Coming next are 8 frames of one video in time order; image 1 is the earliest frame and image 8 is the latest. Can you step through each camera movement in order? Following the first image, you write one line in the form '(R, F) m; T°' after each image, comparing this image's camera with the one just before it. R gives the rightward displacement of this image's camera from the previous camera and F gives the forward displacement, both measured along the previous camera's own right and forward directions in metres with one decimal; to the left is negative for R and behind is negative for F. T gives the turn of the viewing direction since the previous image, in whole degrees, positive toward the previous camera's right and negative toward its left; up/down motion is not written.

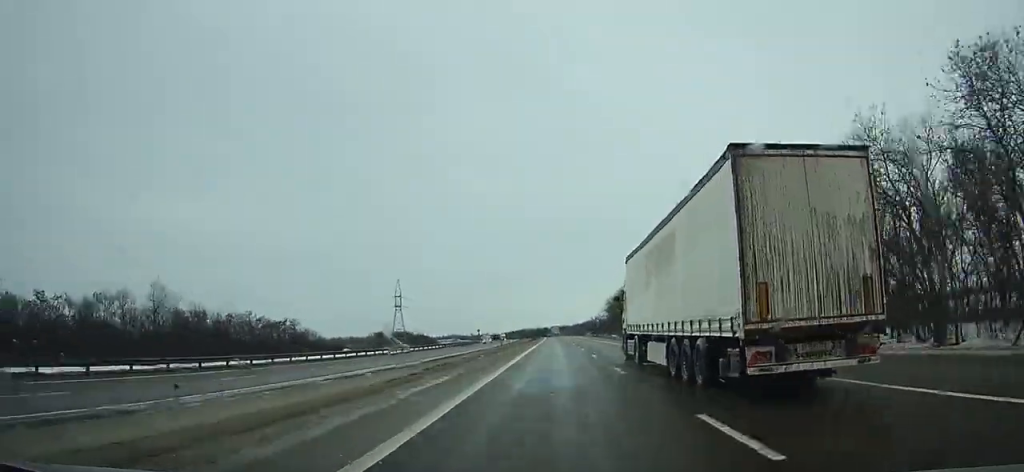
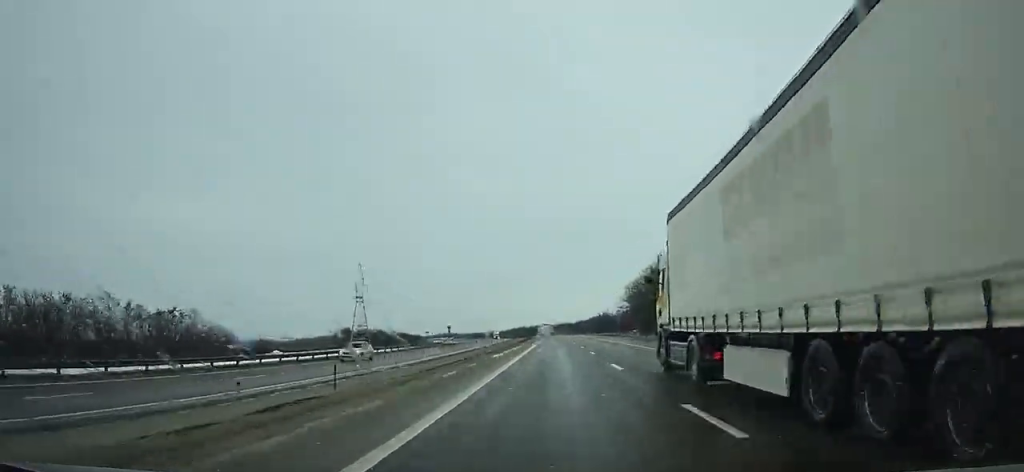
(0.0, +47.0) m; 0°
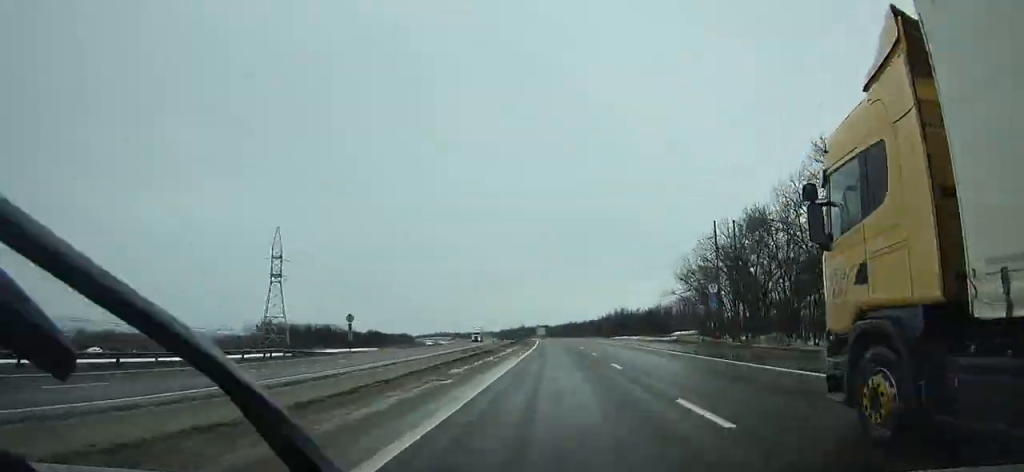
(-0.1, +58.7) m; -1°
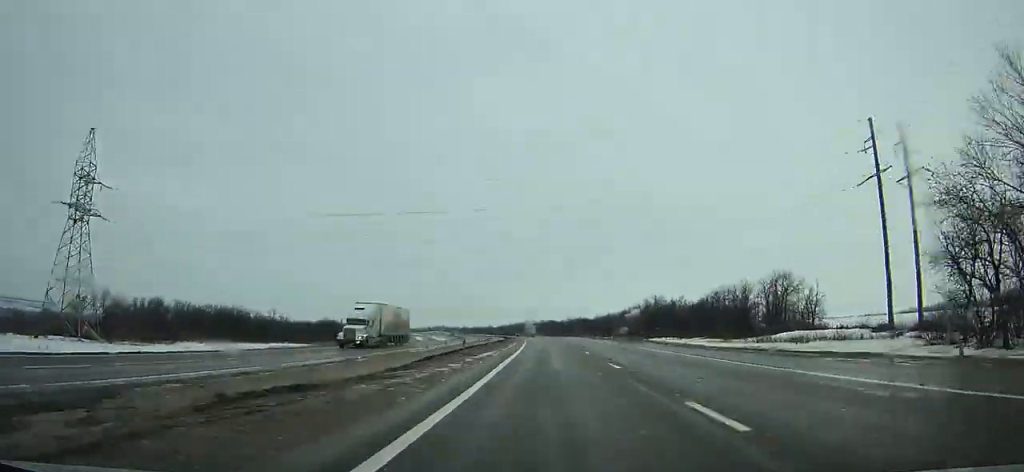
(-0.4, +58.5) m; -1°
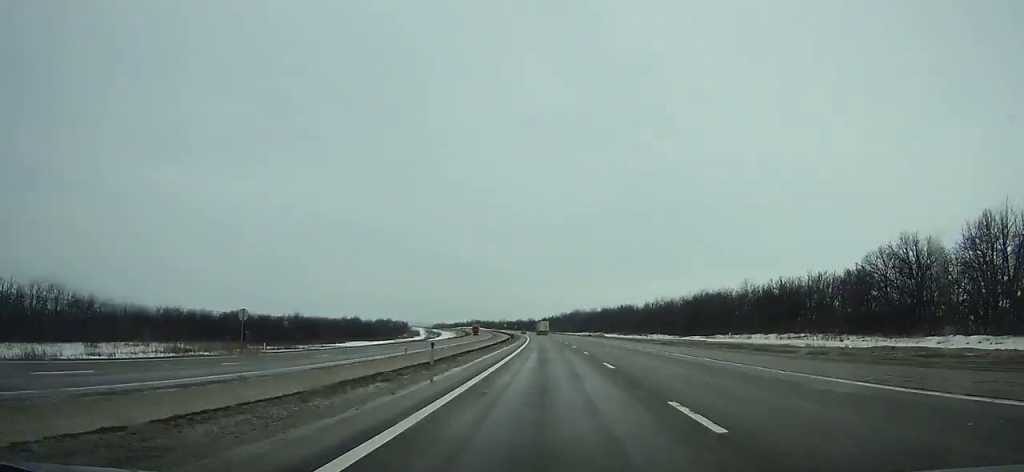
(-6.1, +156.4) m; -5°
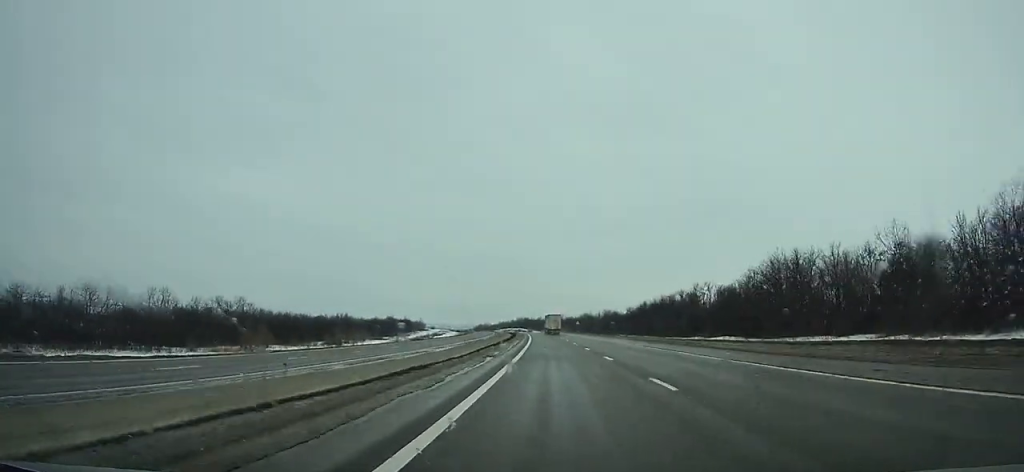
(-13.0, +224.3) m; -7°
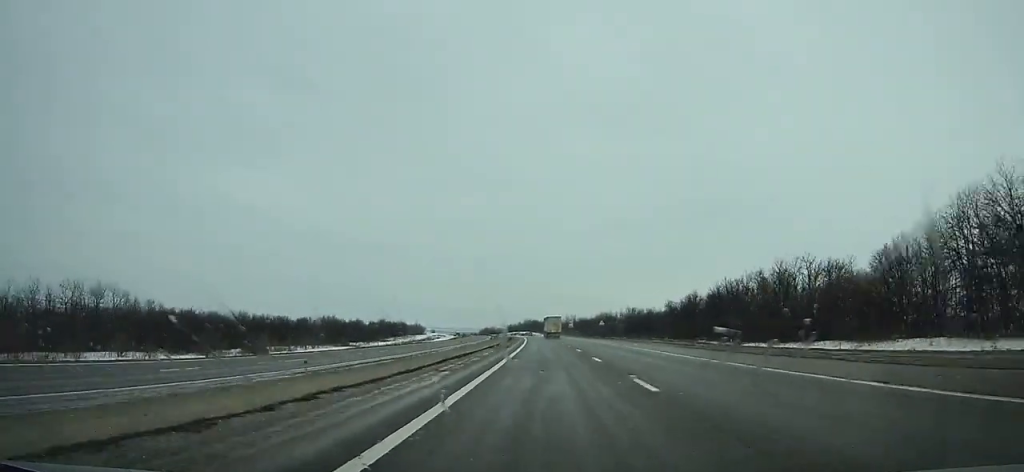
(-0.6, +49.3) m; -1°
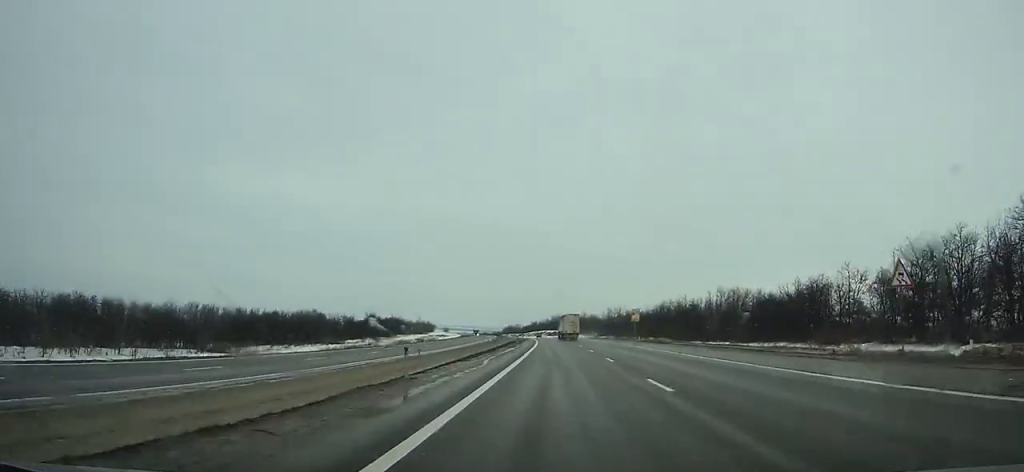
(-1.6, +84.7) m; -2°
